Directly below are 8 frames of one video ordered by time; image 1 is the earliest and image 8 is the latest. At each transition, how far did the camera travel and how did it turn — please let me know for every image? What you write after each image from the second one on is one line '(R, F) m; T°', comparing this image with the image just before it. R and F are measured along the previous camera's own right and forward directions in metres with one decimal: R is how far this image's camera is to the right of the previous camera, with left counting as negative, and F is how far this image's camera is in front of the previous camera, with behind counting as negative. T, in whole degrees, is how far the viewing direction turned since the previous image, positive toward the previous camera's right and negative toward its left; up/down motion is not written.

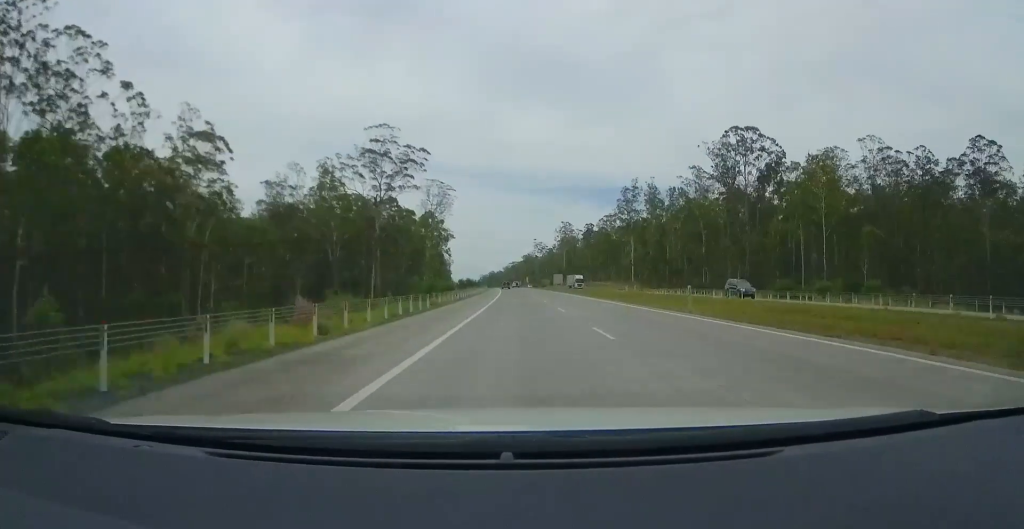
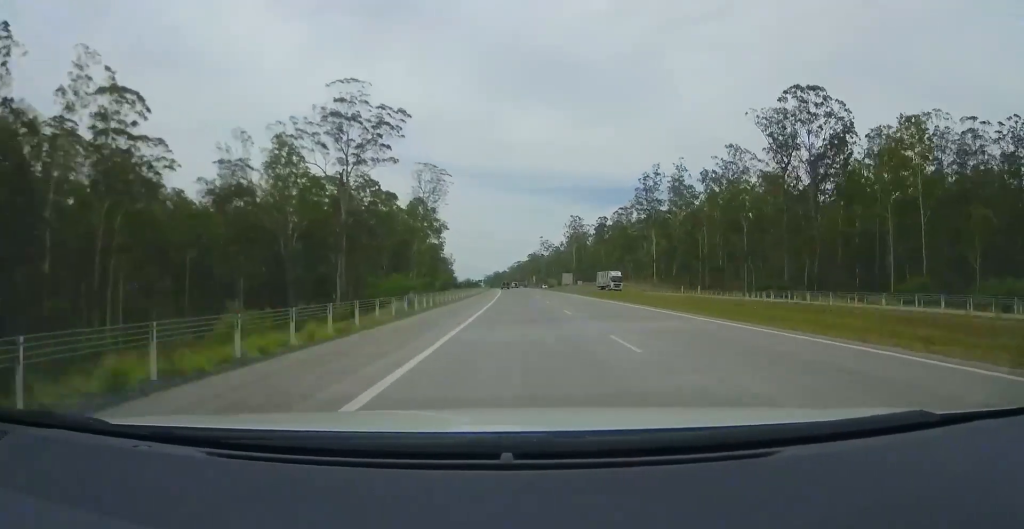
(+0.1, +25.3) m; 0°
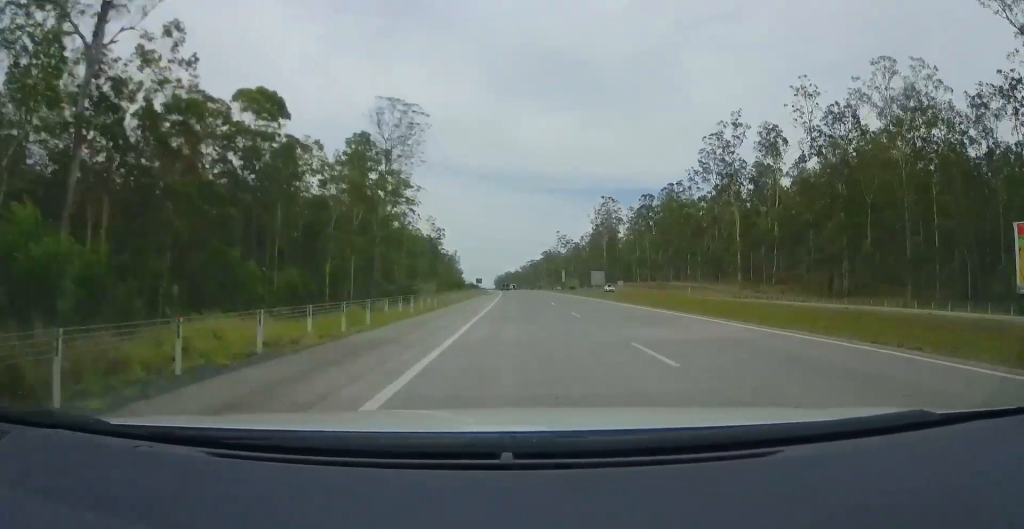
(-0.9, +61.5) m; -1°
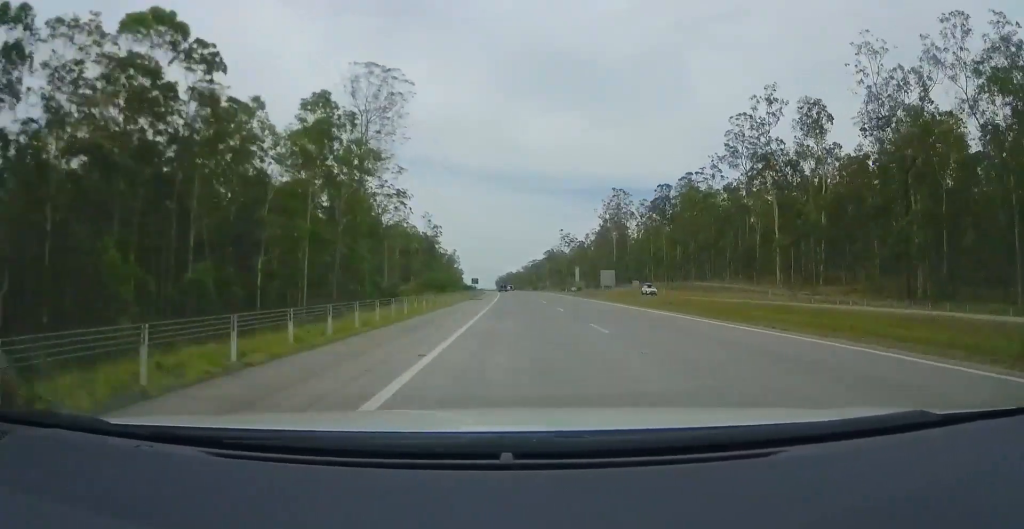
(-0.3, +18.1) m; 0°
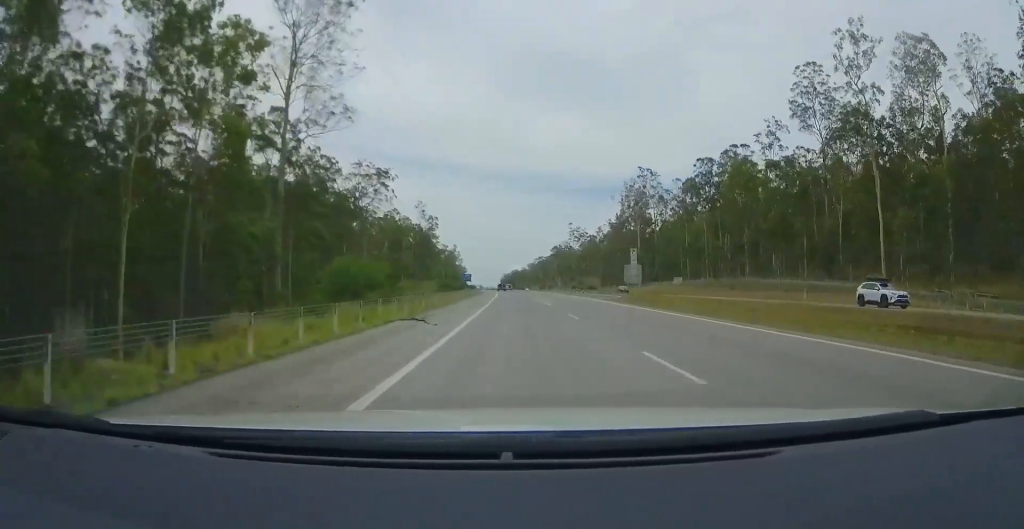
(+0.5, +31.5) m; 0°
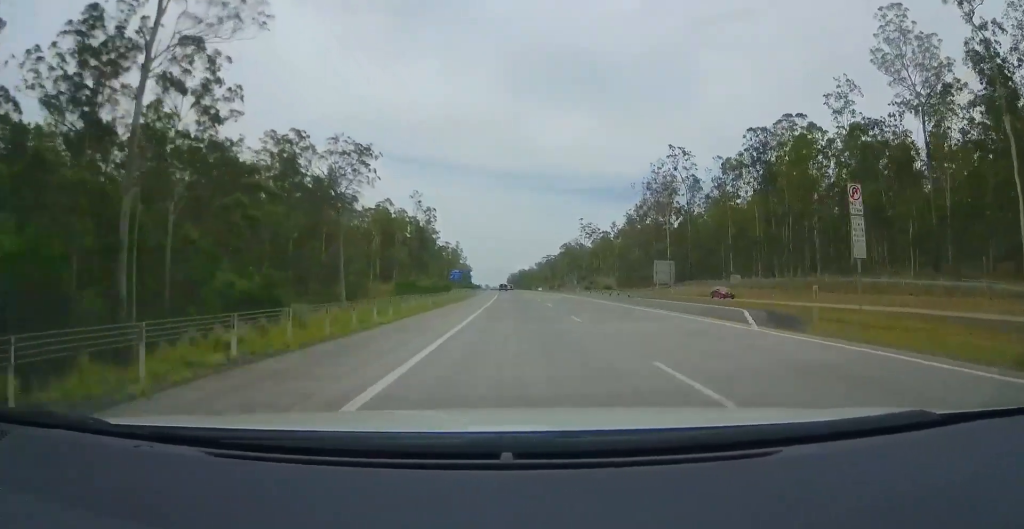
(-0.5, +25.5) m; -2°
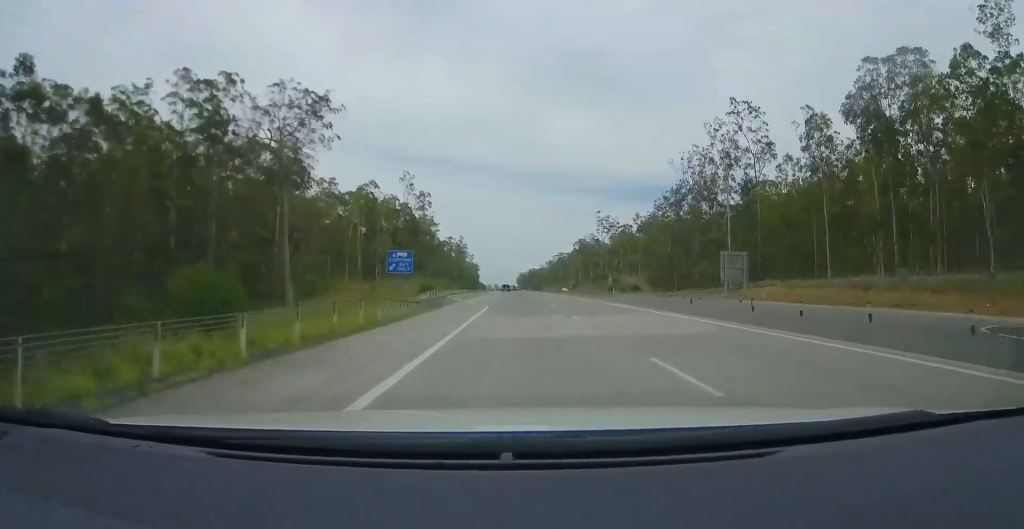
(-0.9, +35.1) m; -1°
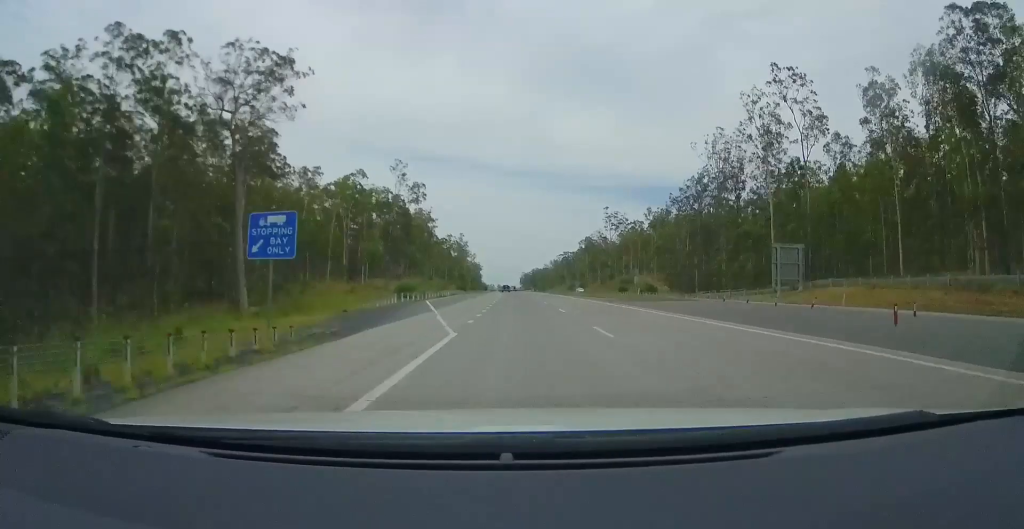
(+0.2, +17.0) m; 0°
